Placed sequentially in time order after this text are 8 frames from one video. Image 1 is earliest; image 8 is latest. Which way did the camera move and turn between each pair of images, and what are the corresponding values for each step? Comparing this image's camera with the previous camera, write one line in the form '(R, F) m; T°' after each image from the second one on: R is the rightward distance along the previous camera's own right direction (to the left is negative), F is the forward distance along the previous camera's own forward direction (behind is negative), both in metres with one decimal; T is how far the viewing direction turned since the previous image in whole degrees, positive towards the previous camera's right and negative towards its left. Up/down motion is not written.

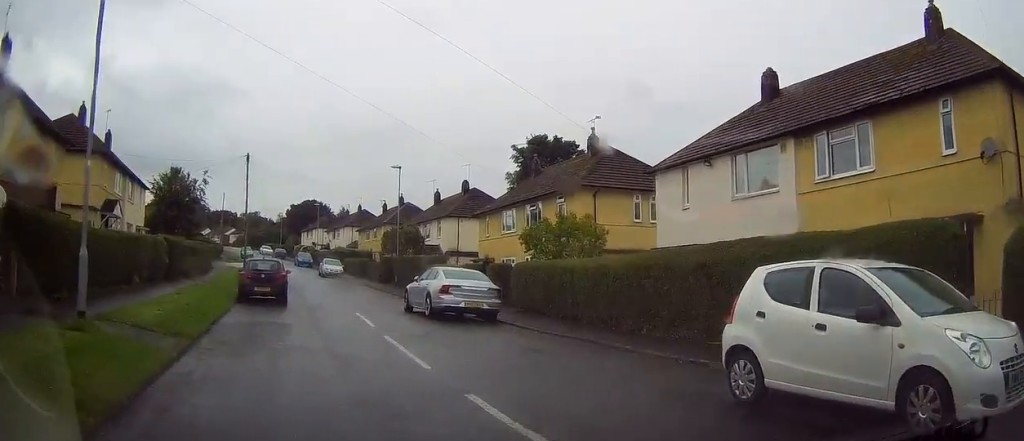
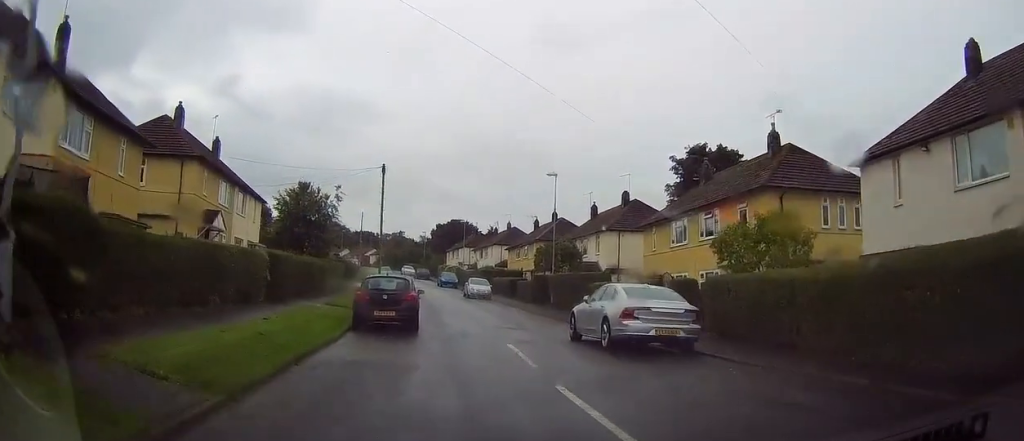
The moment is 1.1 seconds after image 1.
(-0.2, +4.1) m; -6°
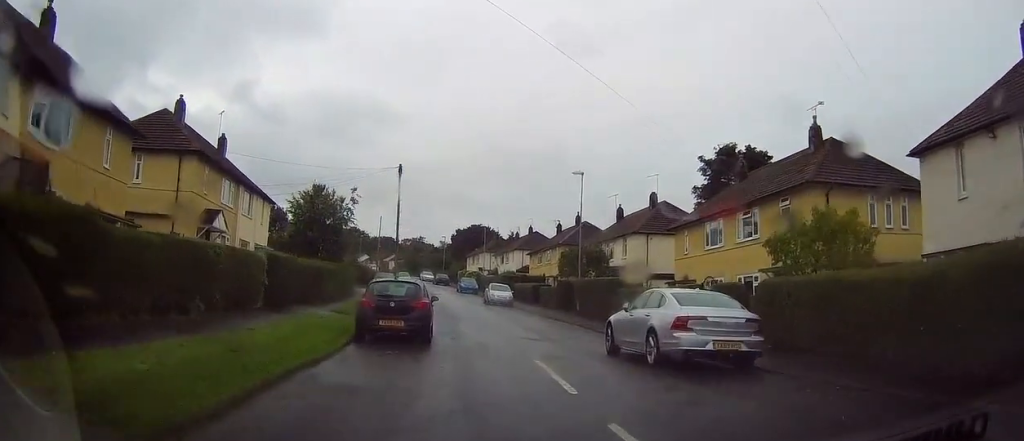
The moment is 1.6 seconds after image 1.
(+0.1, +2.1) m; -3°
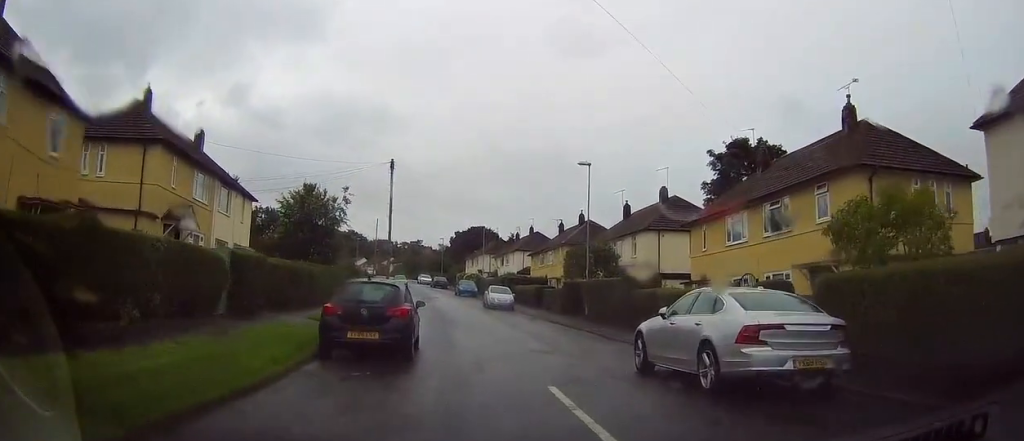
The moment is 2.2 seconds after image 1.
(-0.3, +2.9) m; -4°
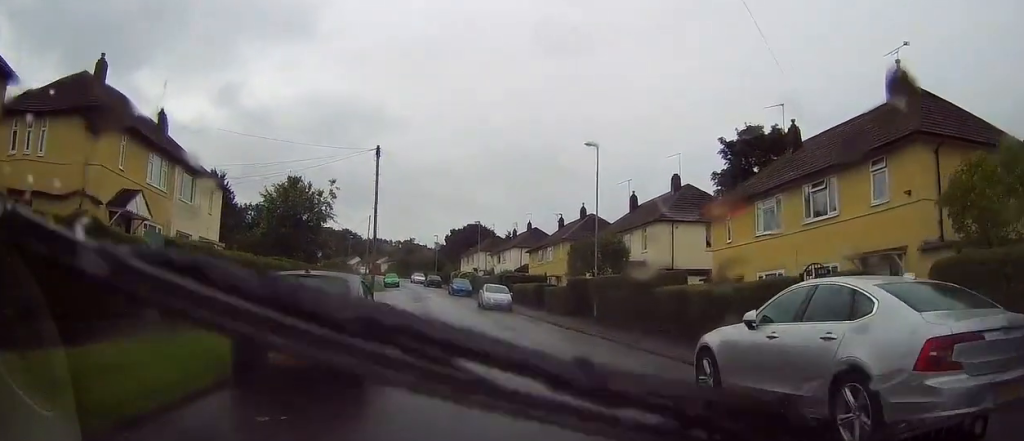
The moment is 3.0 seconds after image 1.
(-0.1, +3.6) m; -2°
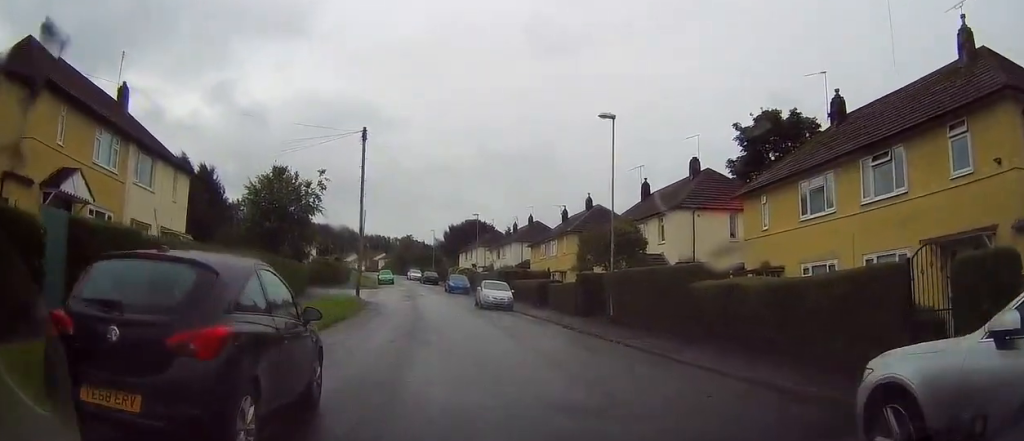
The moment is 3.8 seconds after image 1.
(0.0, +3.7) m; 0°
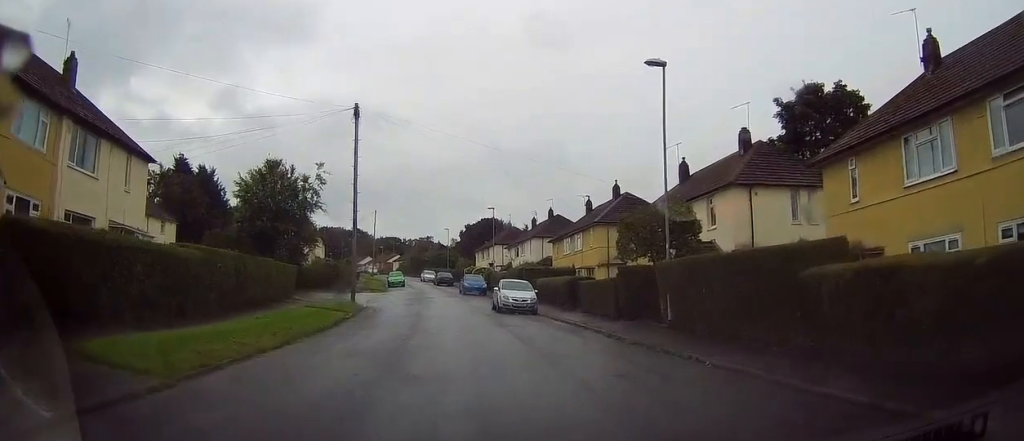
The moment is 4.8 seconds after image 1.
(0.0, +5.4) m; -1°
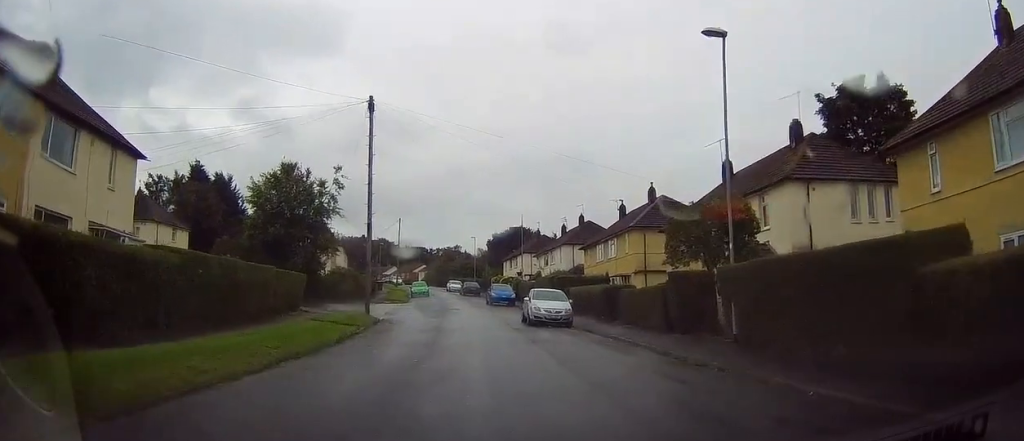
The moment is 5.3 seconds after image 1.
(-0.1, +3.0) m; -1°
